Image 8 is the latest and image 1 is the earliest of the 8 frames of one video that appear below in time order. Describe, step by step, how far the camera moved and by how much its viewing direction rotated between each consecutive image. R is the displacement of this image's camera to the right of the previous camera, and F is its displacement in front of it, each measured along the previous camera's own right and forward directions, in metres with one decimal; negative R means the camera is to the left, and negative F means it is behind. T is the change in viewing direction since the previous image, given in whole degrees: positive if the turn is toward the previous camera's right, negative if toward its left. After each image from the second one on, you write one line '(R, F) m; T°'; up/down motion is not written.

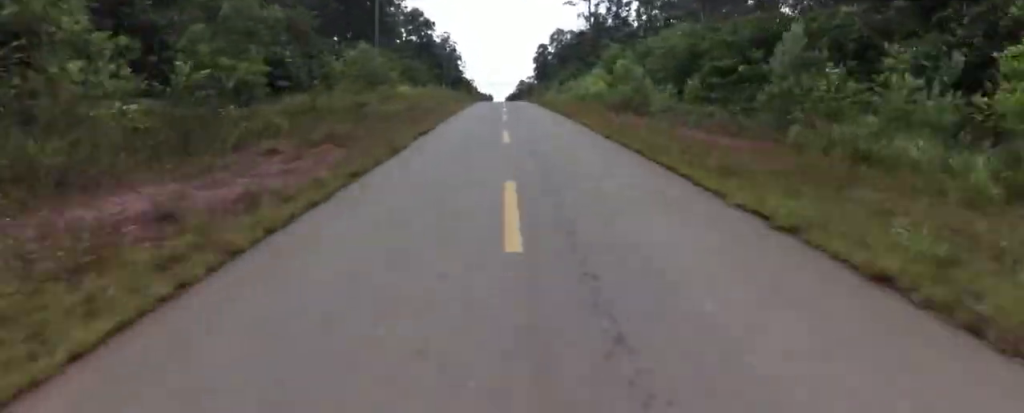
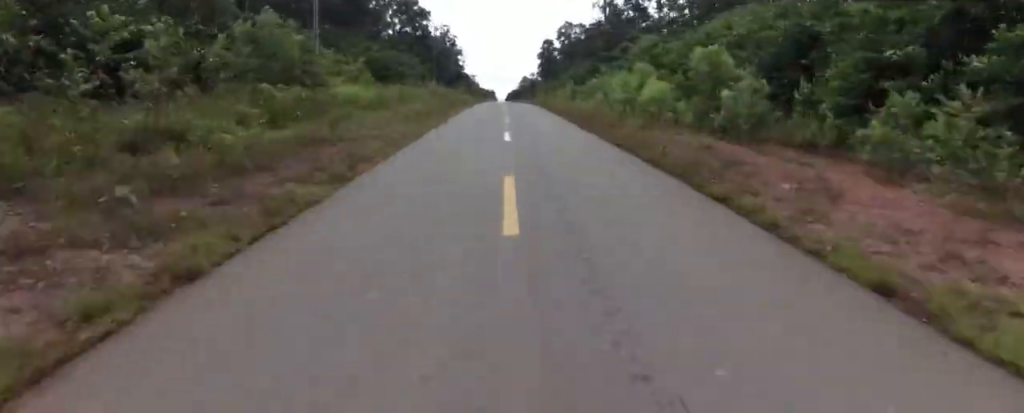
(-0.8, +16.5) m; 0°
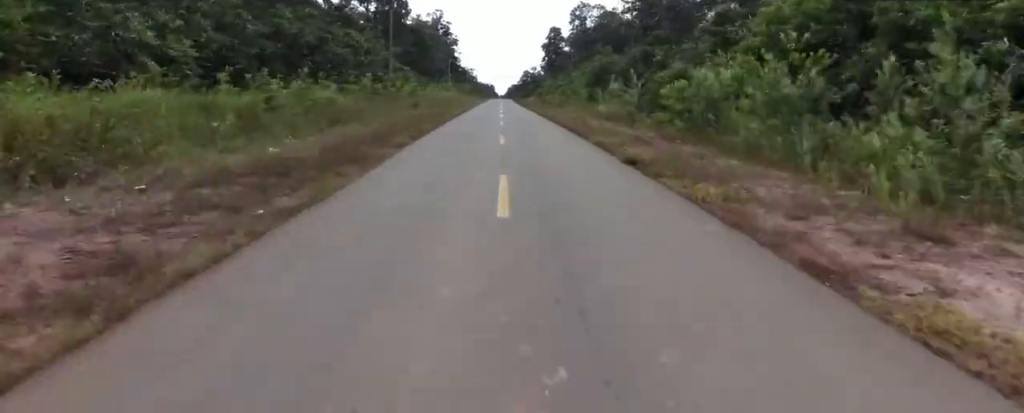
(+1.7, +30.7) m; +3°
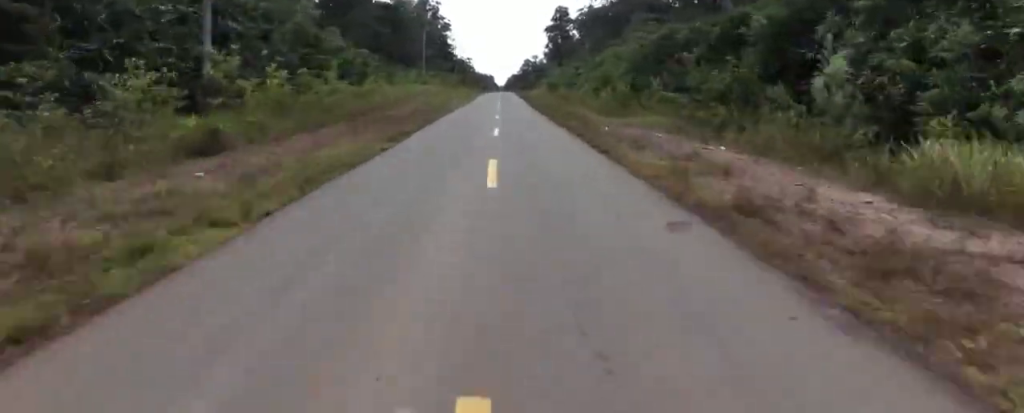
(-0.5, +30.8) m; -3°
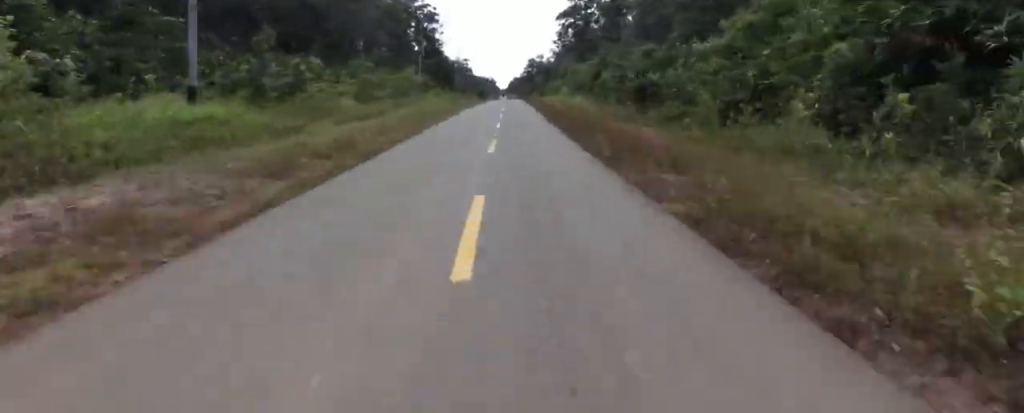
(+0.2, +51.0) m; +3°
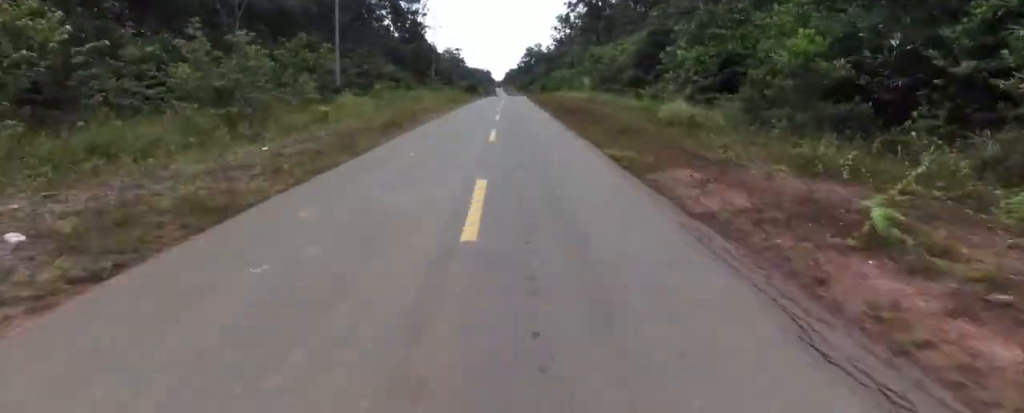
(0.0, +32.2) m; -1°
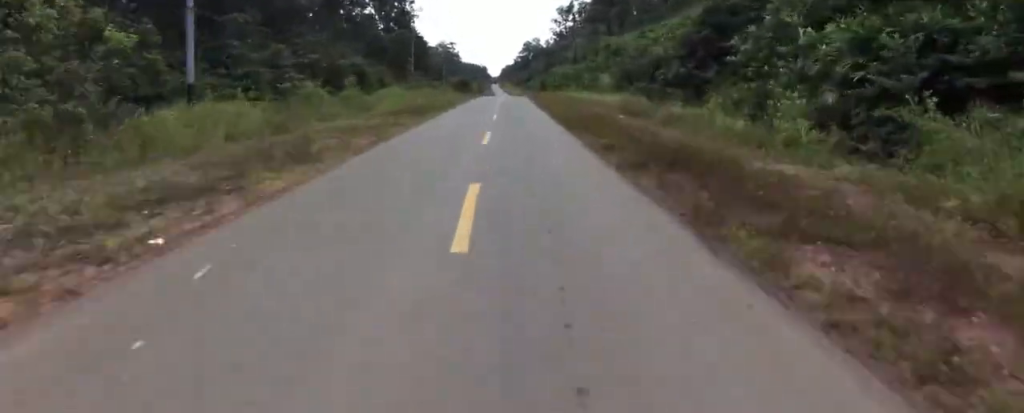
(-0.4, +15.7) m; -1°
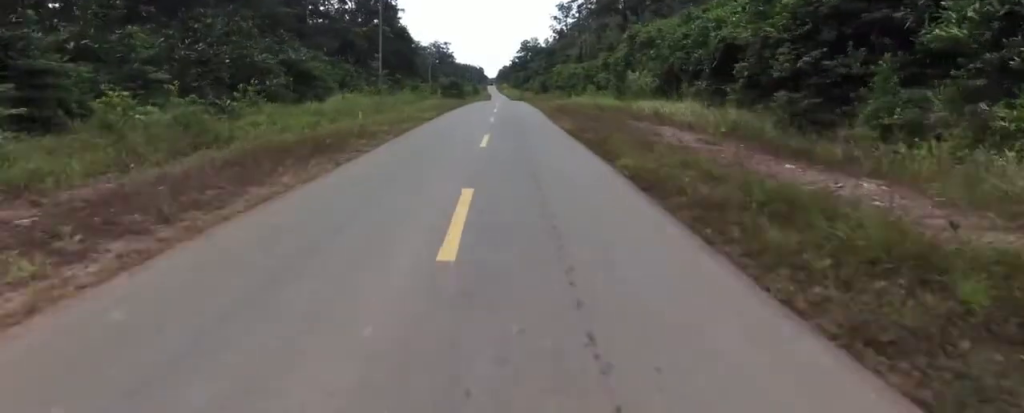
(-0.2, +16.8) m; 0°
